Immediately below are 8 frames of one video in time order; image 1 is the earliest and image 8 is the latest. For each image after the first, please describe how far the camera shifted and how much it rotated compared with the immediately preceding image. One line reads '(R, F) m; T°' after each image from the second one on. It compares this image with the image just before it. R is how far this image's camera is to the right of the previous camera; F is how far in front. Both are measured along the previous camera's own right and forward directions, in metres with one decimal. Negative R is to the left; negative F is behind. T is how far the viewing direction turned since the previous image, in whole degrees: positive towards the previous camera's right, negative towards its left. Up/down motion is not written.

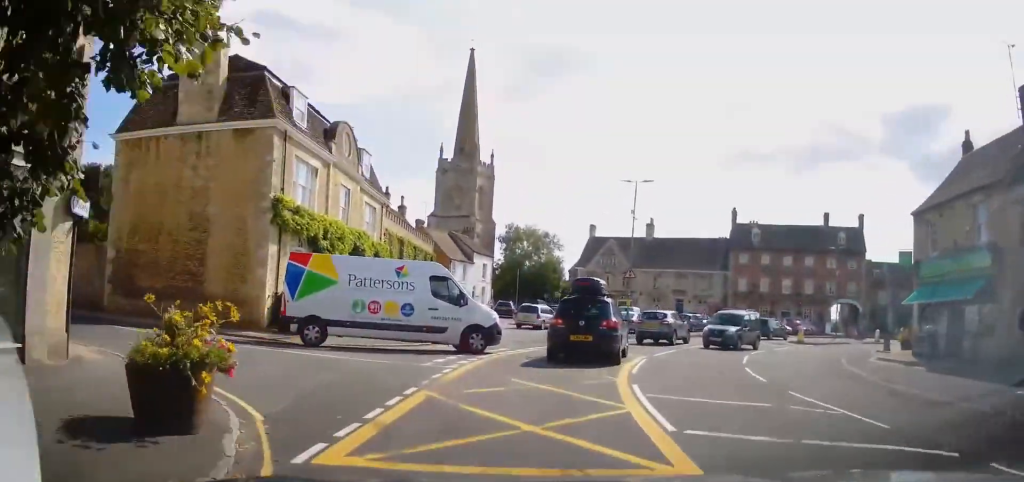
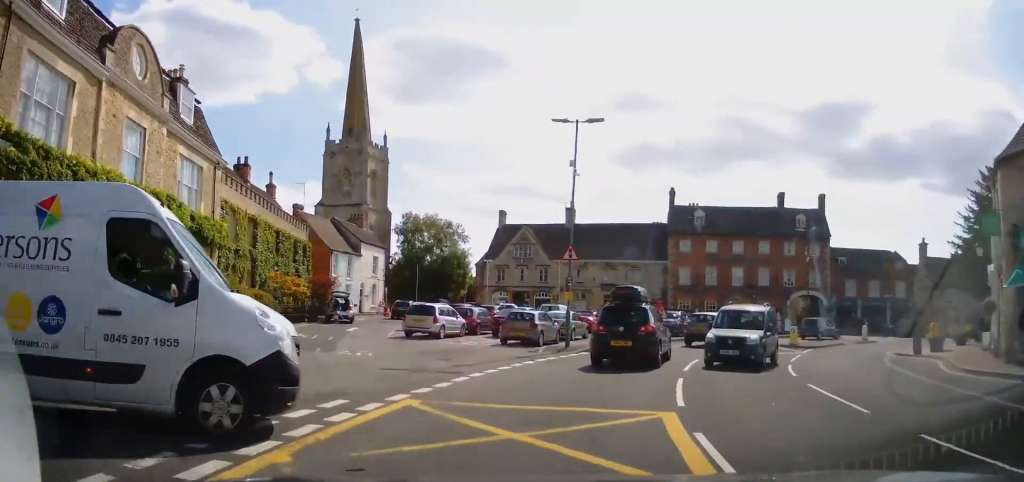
(+0.4, +10.6) m; +7°
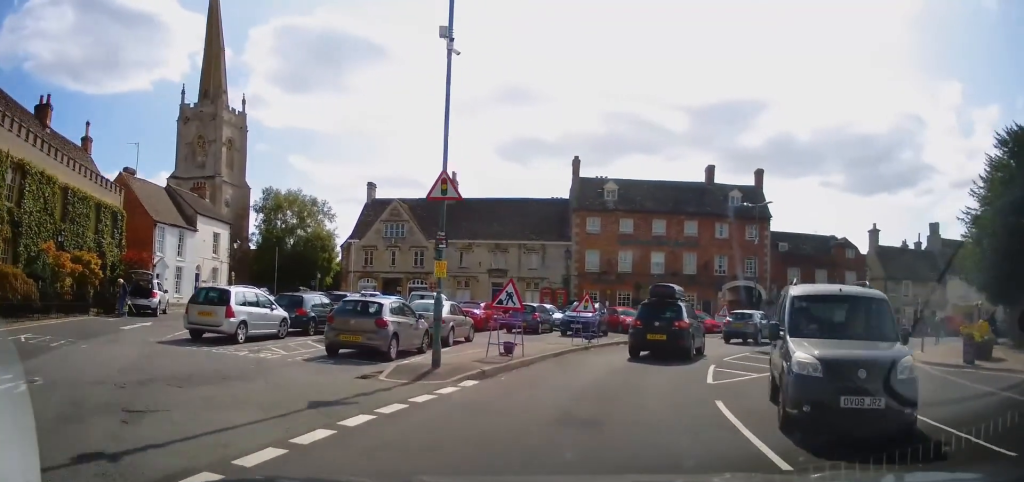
(+1.0, +10.4) m; +13°
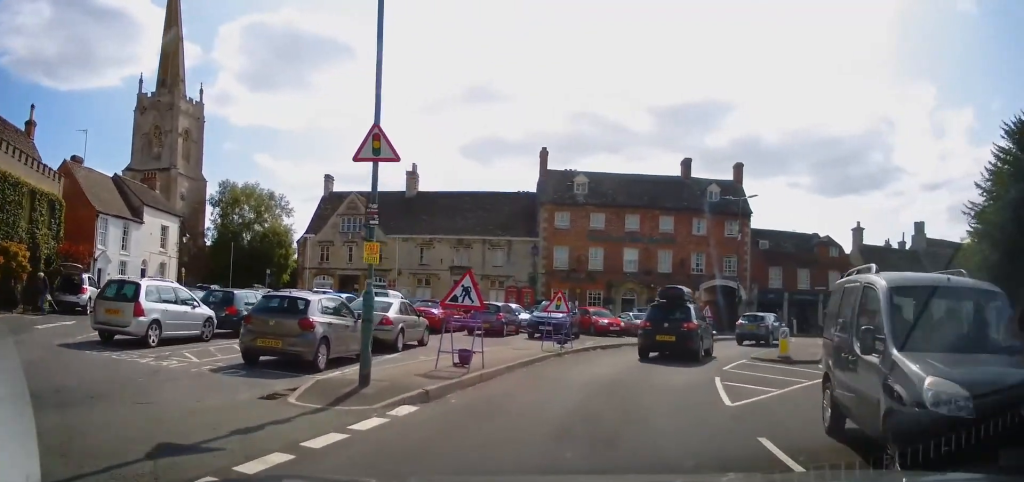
(-0.1, +3.0) m; +6°
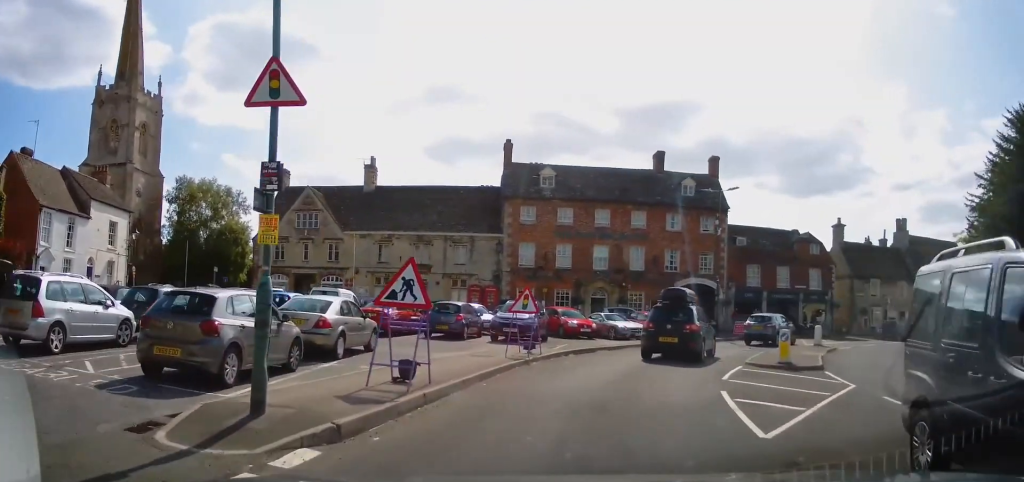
(+0.3, +2.4) m; +3°
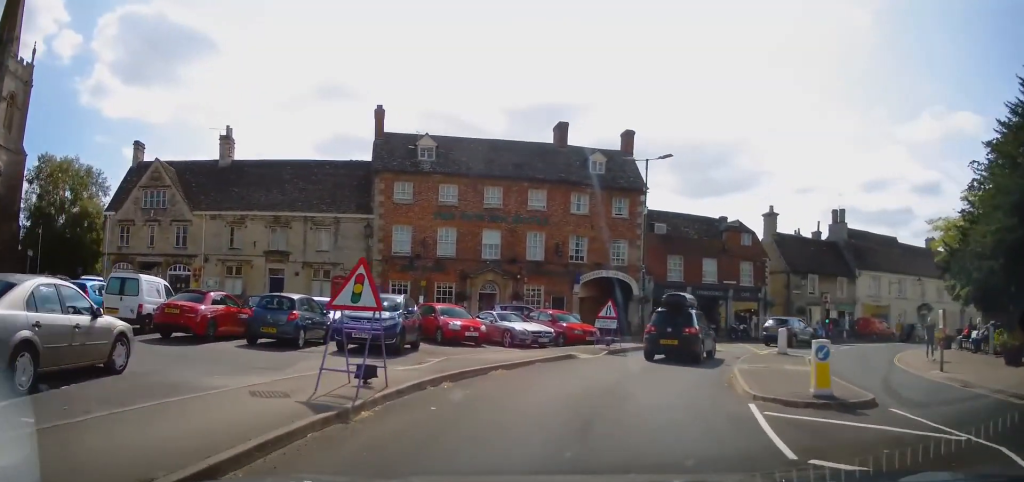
(+0.5, +7.0) m; +8°
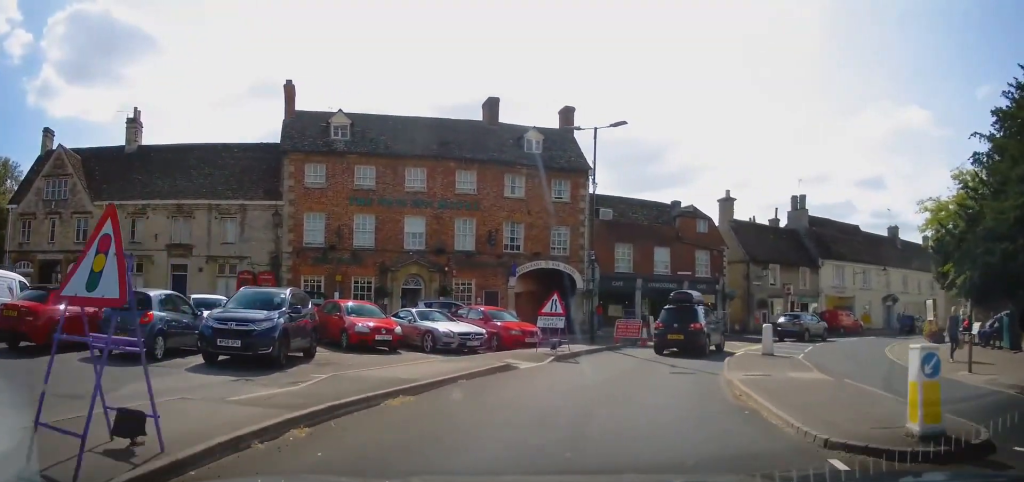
(+0.2, +4.1) m; +7°
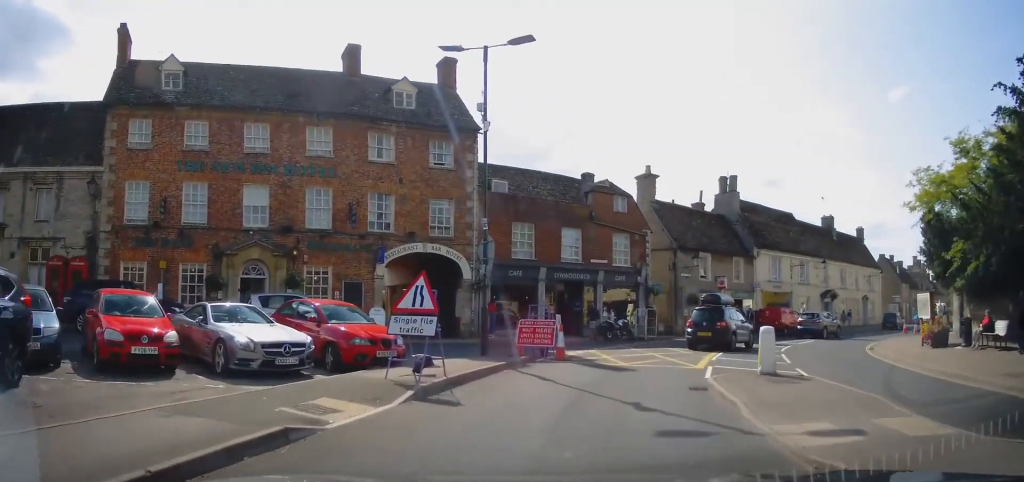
(+0.9, +7.0) m; +13°
